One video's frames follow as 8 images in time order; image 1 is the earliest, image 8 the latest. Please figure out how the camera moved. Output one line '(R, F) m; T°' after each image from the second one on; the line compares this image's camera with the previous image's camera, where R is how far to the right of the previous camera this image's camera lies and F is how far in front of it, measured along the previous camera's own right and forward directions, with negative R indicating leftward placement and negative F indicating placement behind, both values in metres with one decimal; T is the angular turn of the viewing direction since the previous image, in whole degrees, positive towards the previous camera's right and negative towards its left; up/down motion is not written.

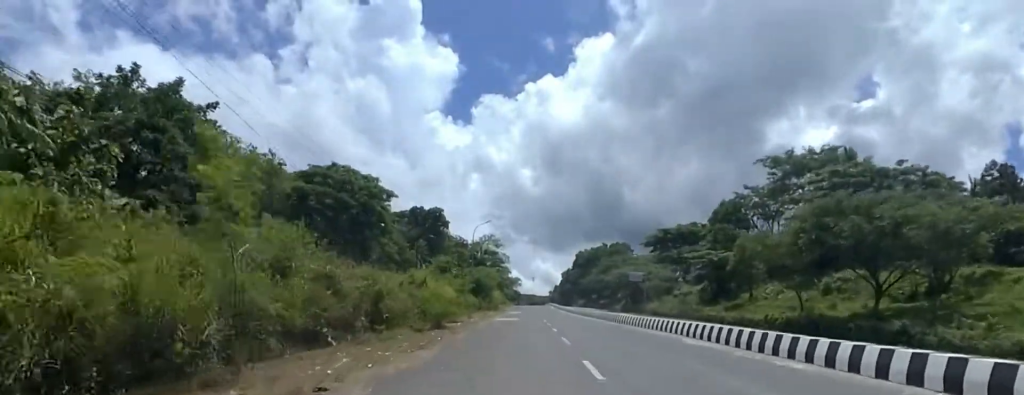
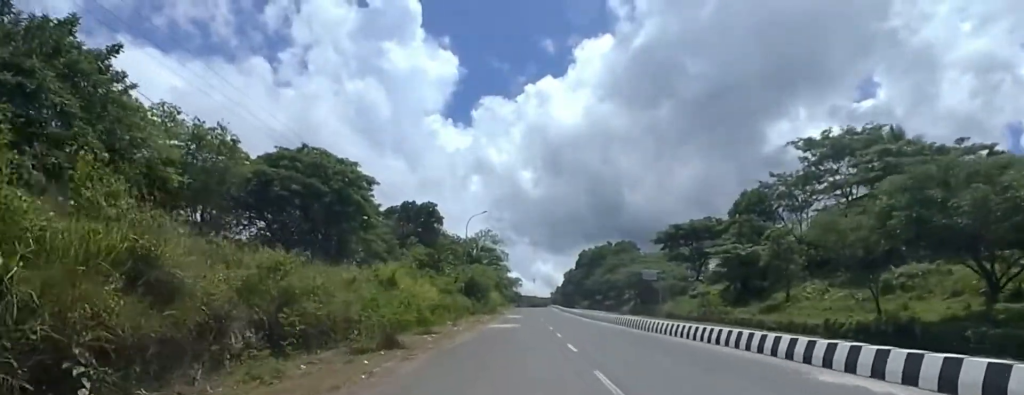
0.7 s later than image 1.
(-0.2, +9.2) m; 0°
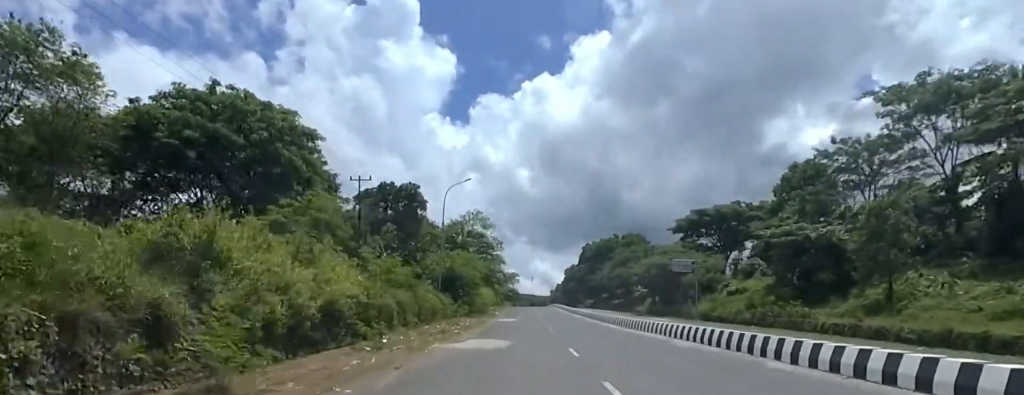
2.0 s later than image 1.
(+0.2, +16.8) m; 0°
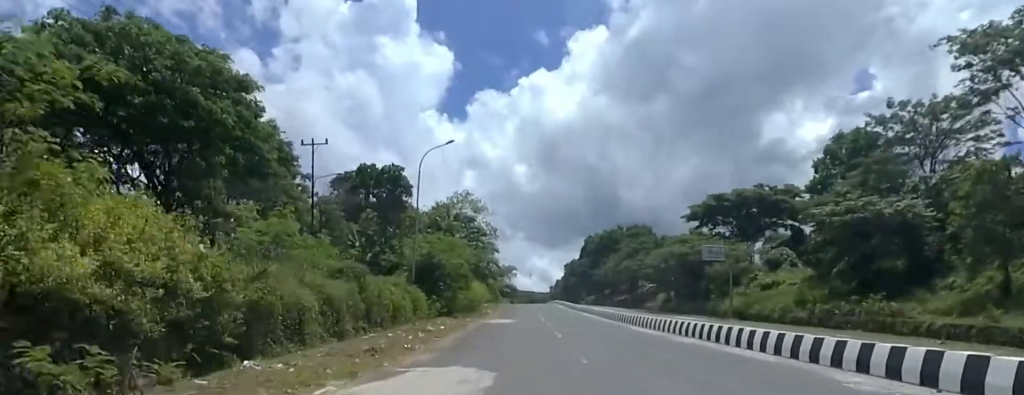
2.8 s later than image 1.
(-0.2, +10.4) m; 0°
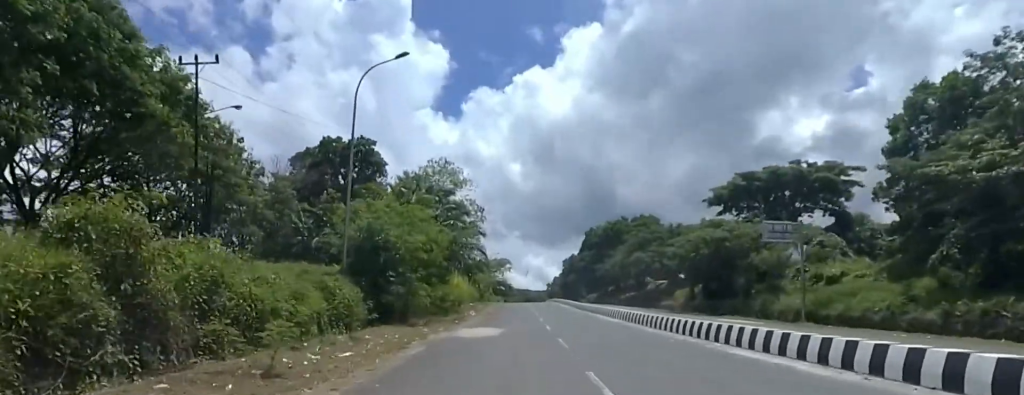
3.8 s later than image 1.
(+0.3, +13.5) m; 0°
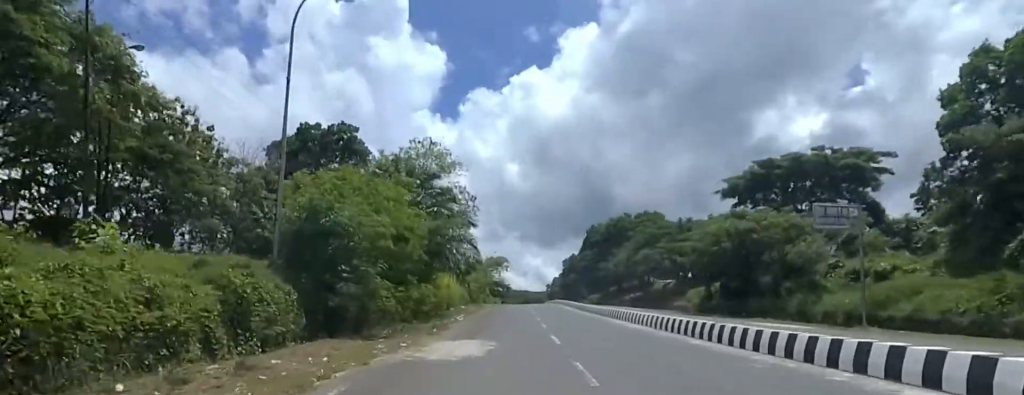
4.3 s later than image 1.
(-0.2, +6.3) m; +2°
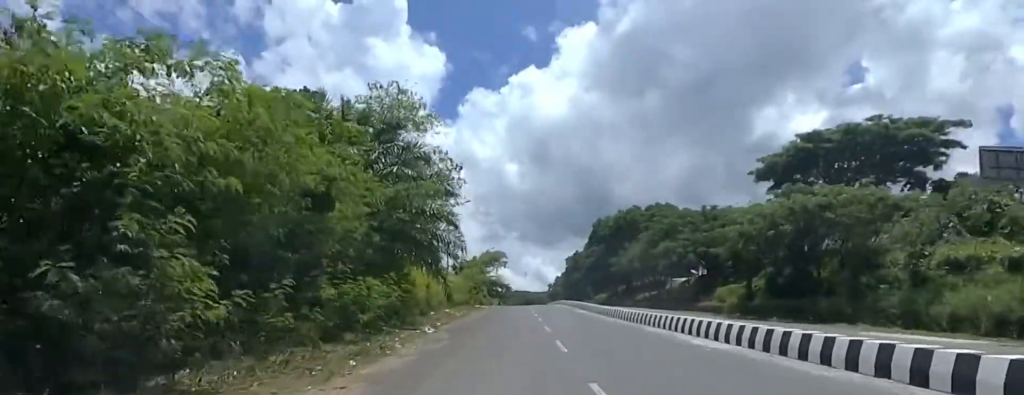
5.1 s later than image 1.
(+0.3, +10.5) m; +2°
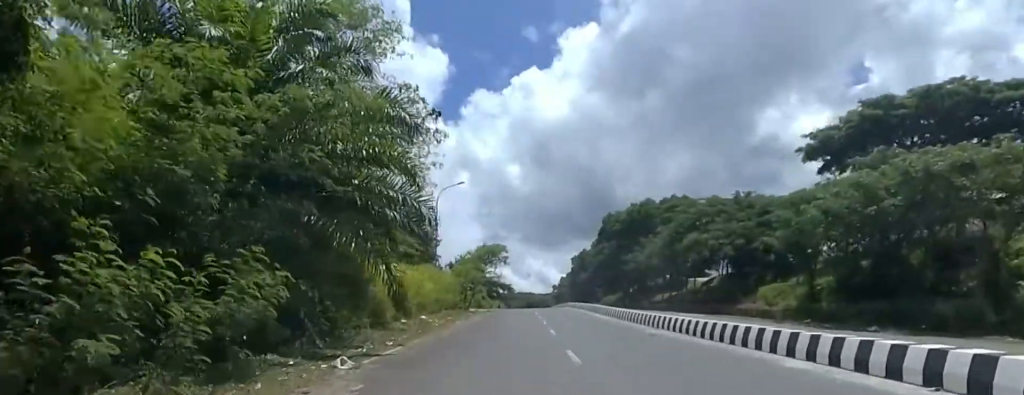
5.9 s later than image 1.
(+0.4, +10.0) m; -2°
